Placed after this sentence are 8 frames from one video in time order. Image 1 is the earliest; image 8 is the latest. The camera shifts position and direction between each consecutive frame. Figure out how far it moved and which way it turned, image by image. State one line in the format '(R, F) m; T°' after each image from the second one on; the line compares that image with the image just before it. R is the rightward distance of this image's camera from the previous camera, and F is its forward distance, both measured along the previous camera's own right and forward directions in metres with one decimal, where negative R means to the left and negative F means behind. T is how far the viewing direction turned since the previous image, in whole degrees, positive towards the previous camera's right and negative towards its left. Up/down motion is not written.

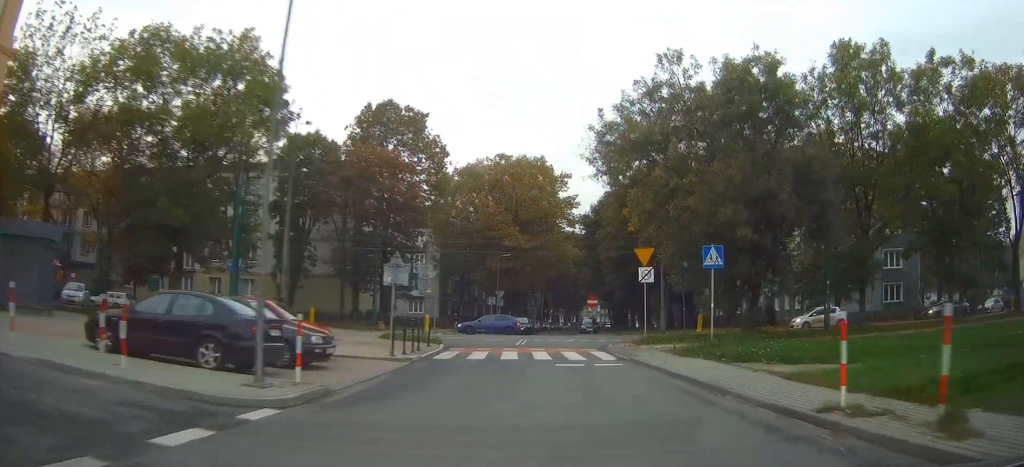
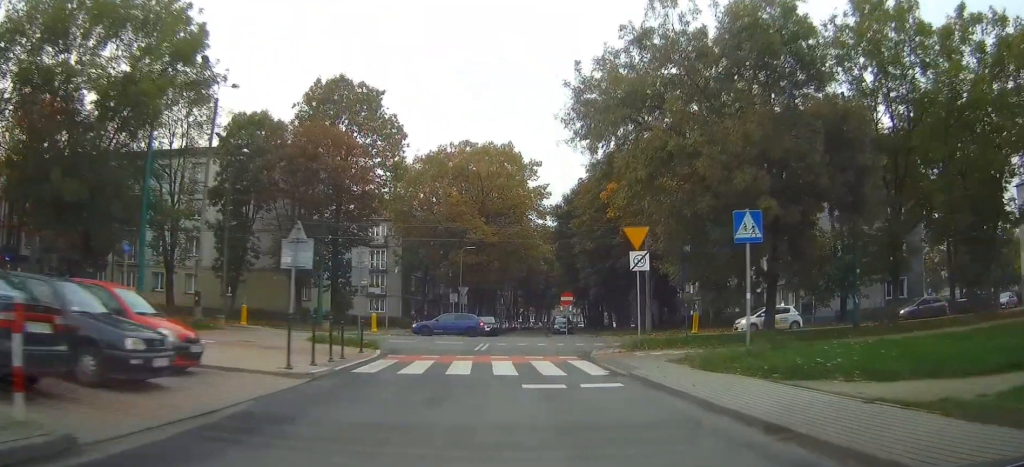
(+0.1, +5.9) m; +1°
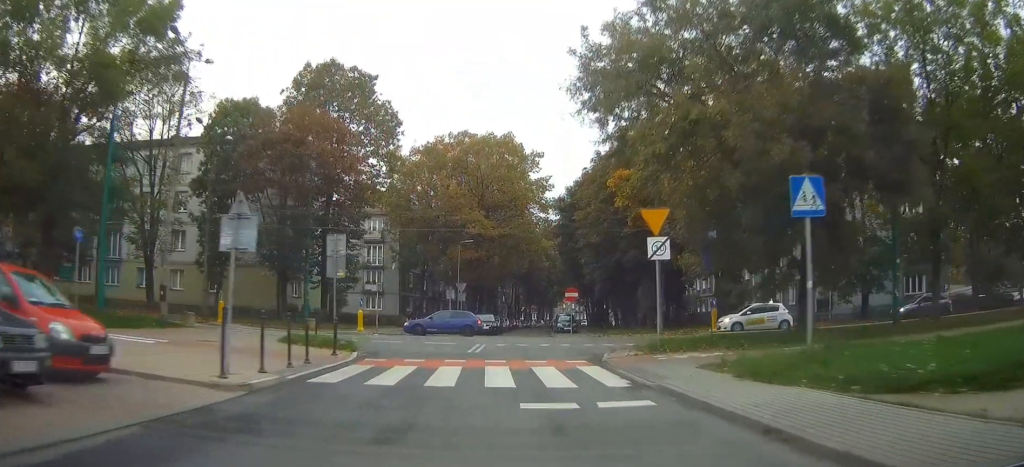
(0.0, +2.9) m; +1°
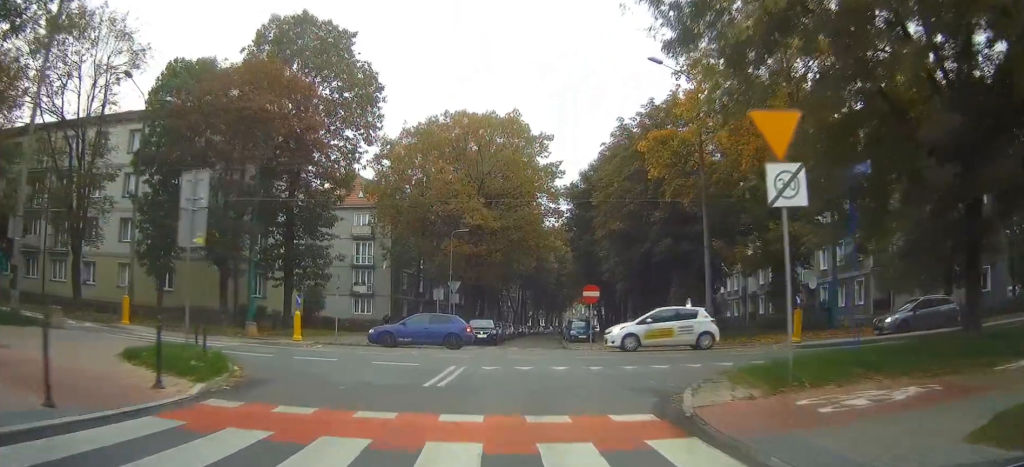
(+0.1, +8.7) m; +1°
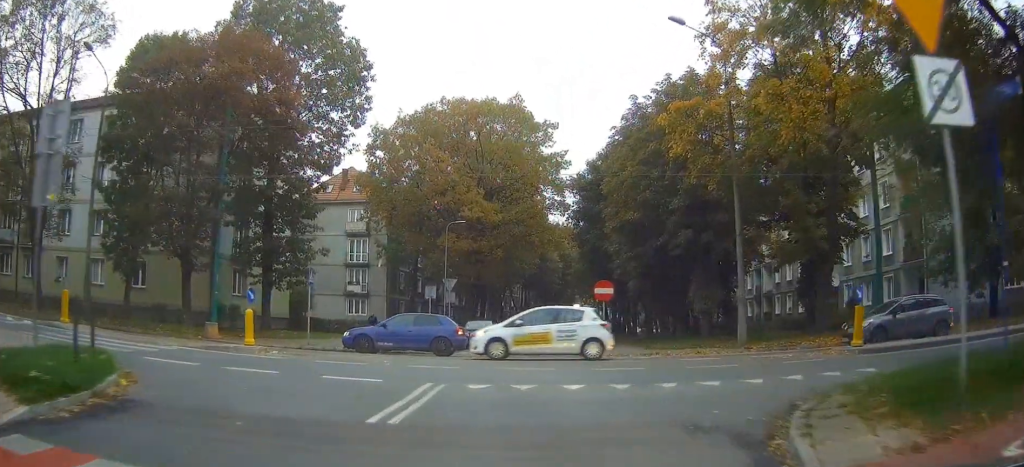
(0.0, +3.9) m; -1°
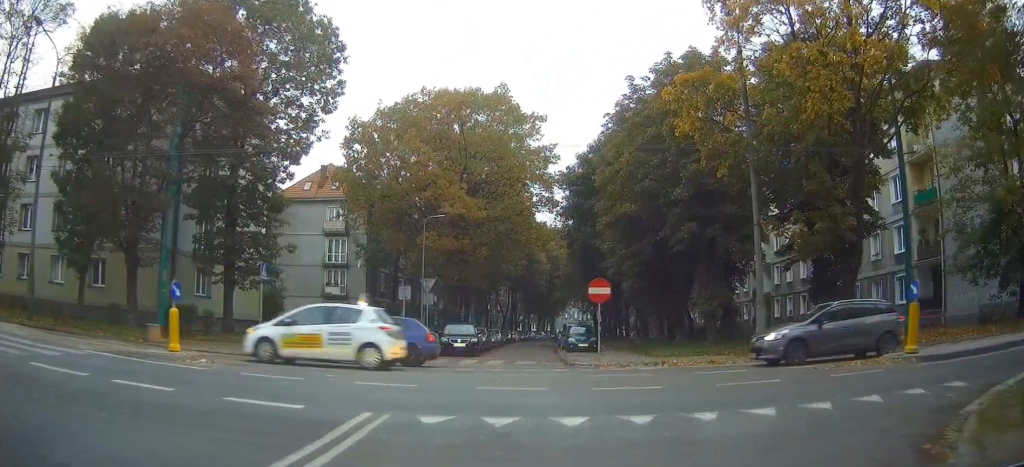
(-0.1, +3.3) m; +1°
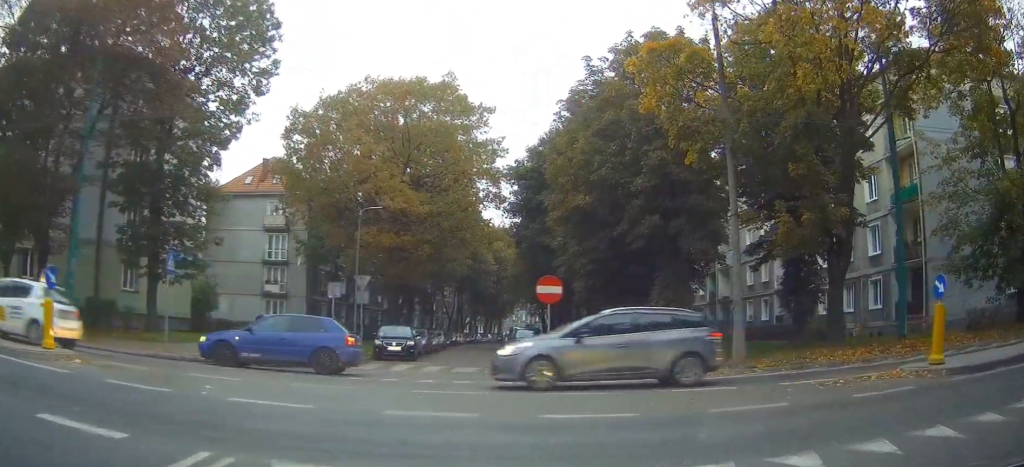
(+0.1, +3.2) m; +12°
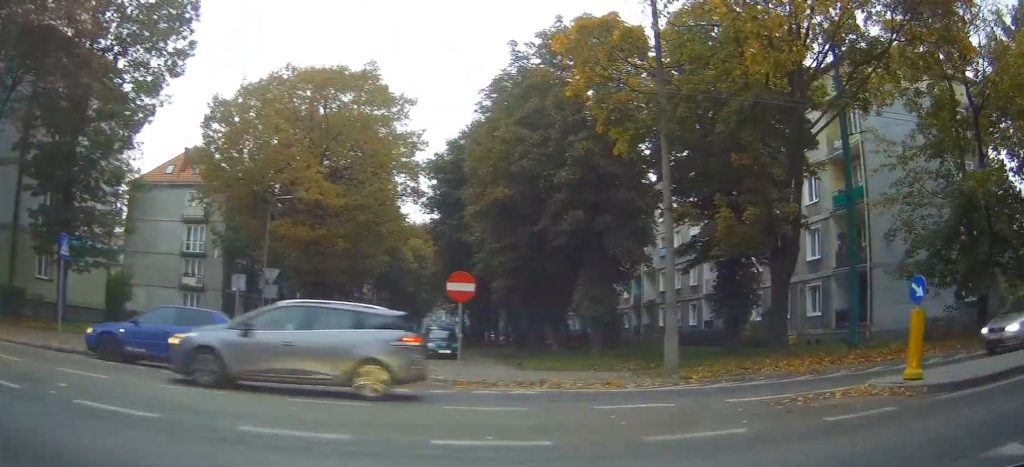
(+0.2, +1.9) m; +13°
